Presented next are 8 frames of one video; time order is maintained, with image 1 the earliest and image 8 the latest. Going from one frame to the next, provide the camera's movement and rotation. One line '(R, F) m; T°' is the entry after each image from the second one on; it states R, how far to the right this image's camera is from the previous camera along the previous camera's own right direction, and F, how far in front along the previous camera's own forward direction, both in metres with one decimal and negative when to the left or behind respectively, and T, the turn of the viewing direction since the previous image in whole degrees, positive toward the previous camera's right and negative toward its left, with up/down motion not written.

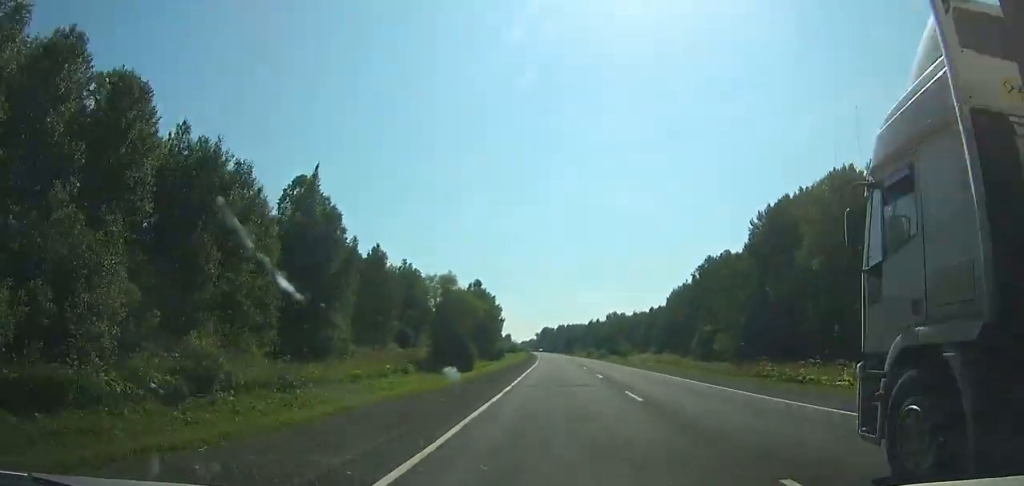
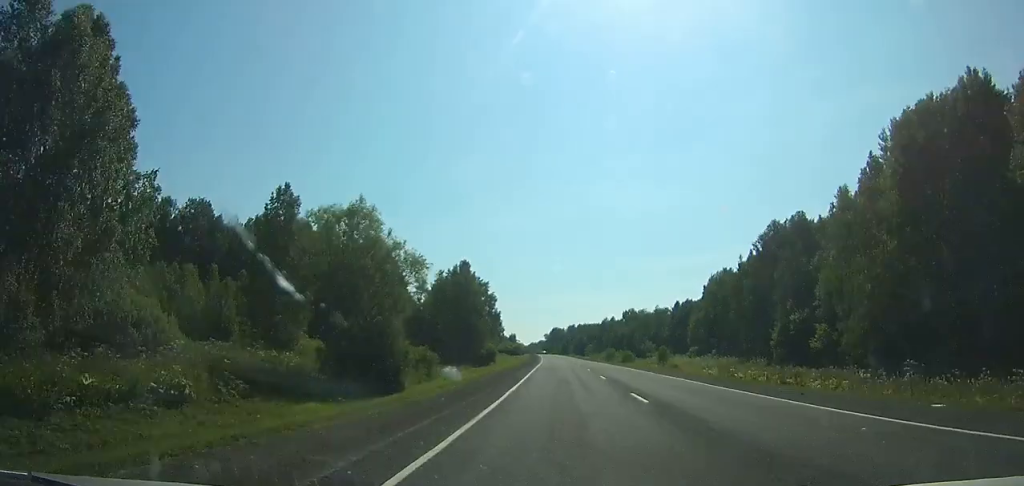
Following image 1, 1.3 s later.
(0.0, +36.0) m; 0°
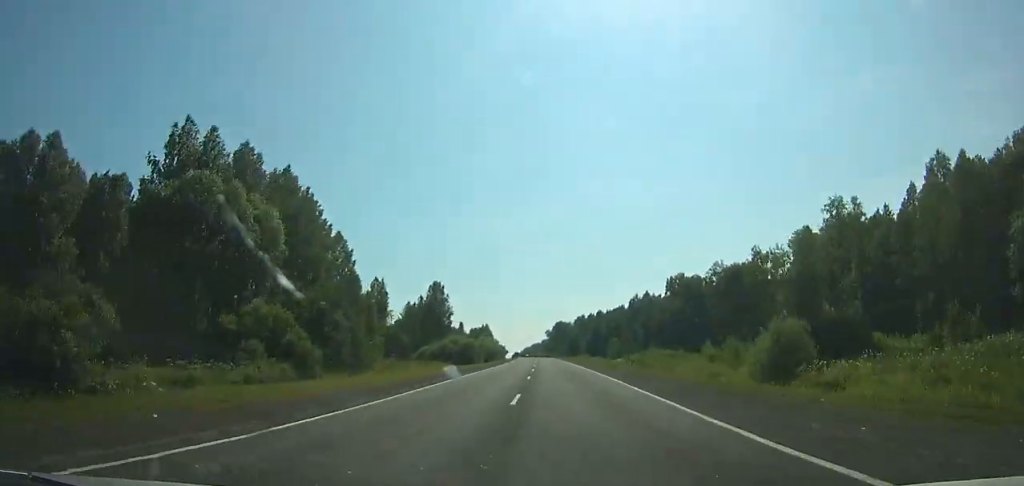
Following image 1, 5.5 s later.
(-0.5, +119.0) m; -1°
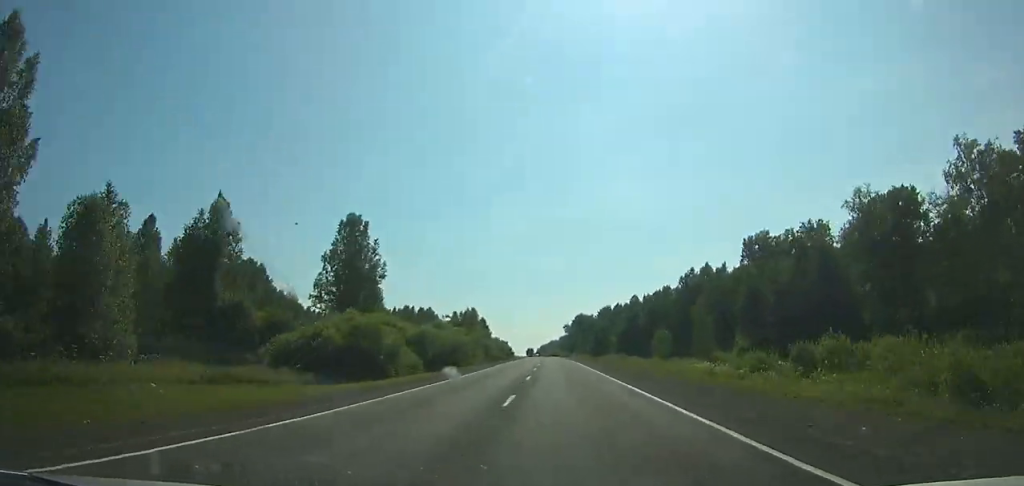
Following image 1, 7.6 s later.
(-0.7, +60.6) m; -1°
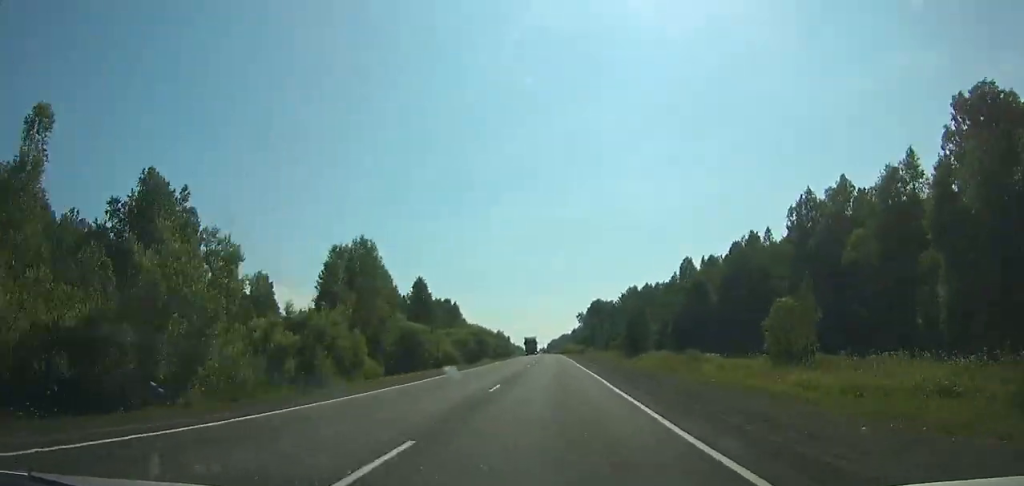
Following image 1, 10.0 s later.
(-1.0, +69.5) m; -1°
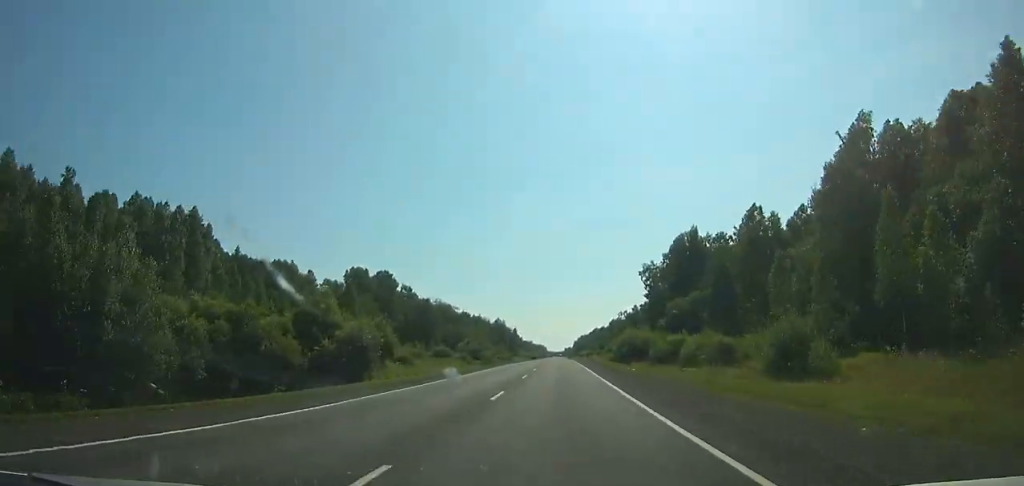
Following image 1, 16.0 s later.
(-3.7, +173.9) m; -2°
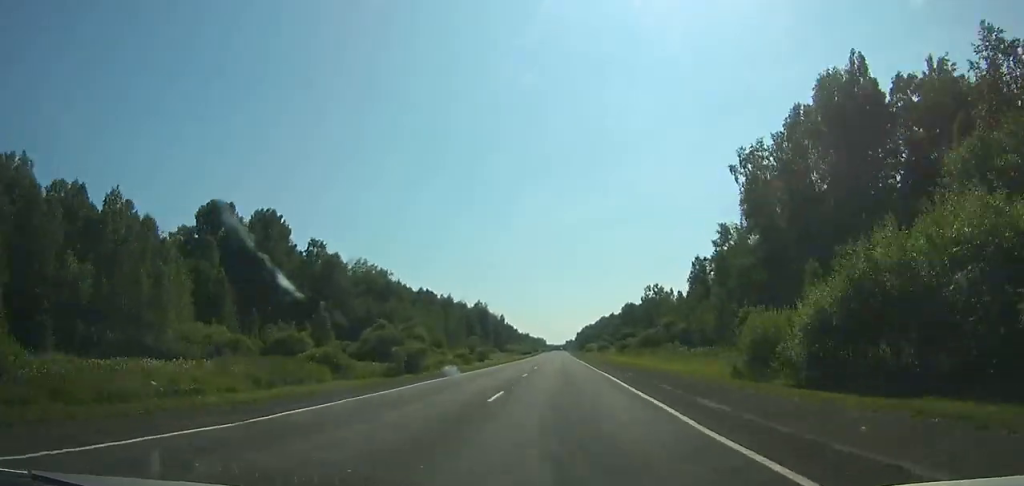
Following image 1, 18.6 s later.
(-0.4, +75.4) m; 0°
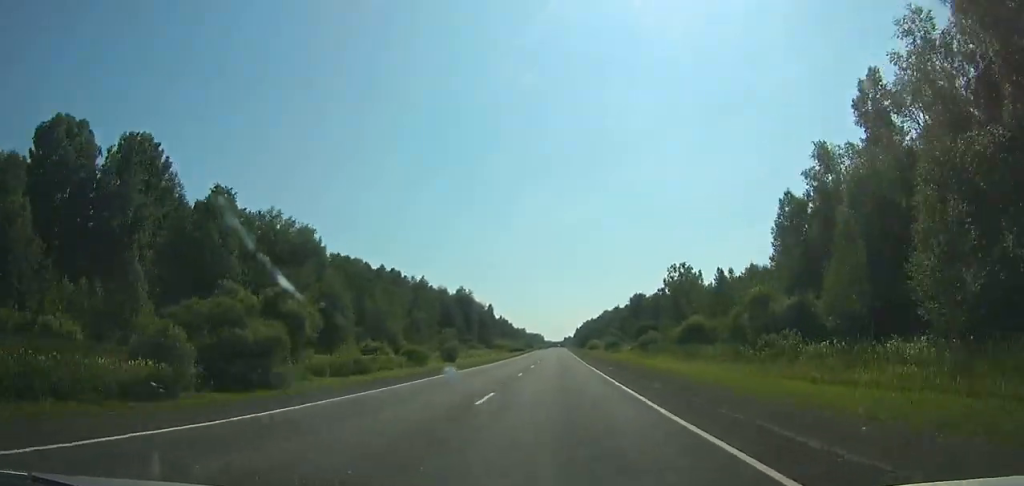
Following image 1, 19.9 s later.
(+0.5, +37.9) m; 0°
